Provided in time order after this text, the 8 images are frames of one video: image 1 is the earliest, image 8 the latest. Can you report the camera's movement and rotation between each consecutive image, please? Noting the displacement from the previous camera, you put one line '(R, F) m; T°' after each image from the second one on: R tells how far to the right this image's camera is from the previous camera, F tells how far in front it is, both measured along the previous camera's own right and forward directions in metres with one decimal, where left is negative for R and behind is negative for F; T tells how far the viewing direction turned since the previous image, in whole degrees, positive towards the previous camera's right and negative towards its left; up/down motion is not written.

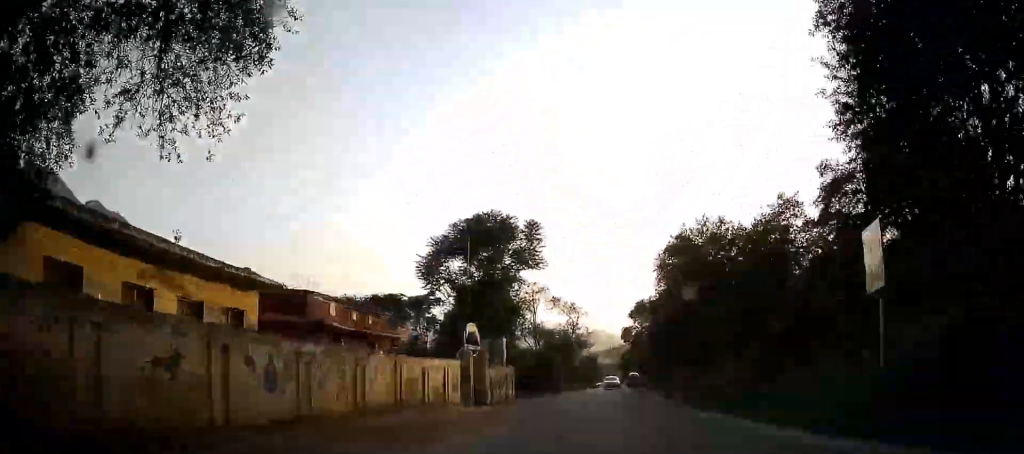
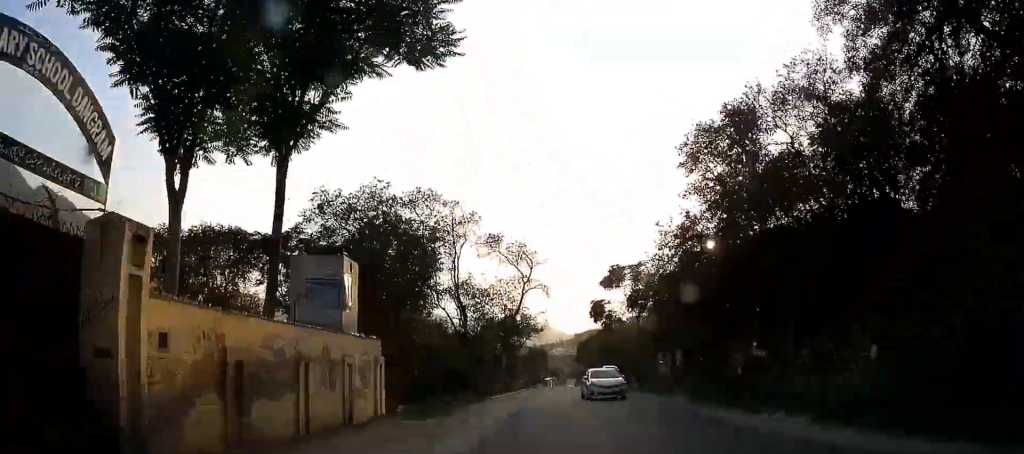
(+1.1, +23.7) m; +4°
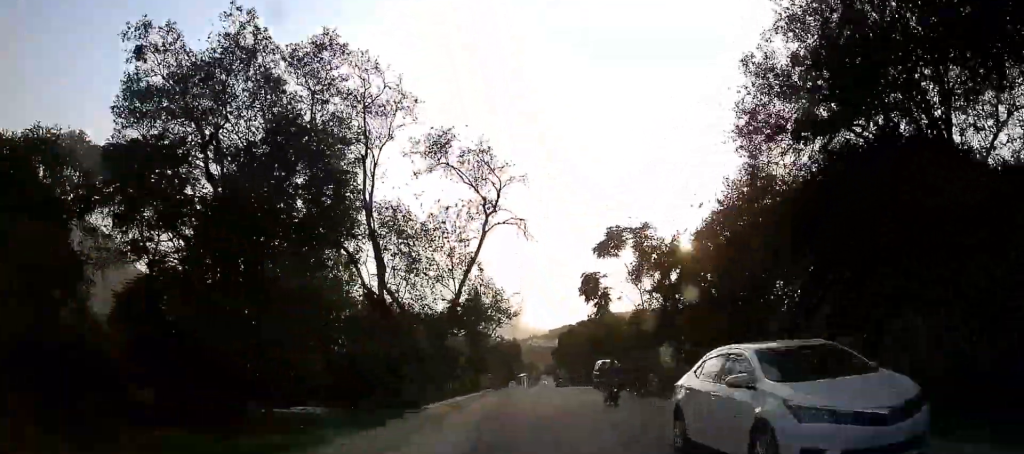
(0.0, +13.0) m; +2°
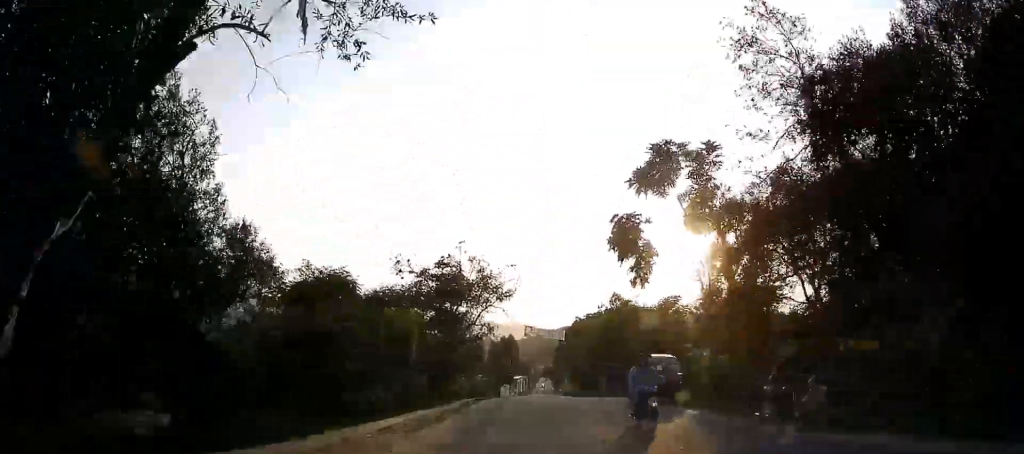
(+0.7, +14.9) m; +2°
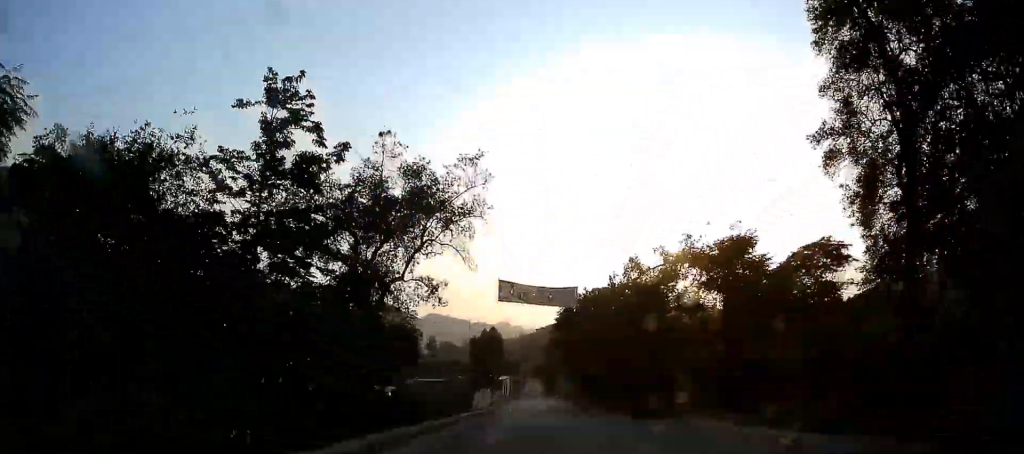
(0.0, +20.7) m; -1°
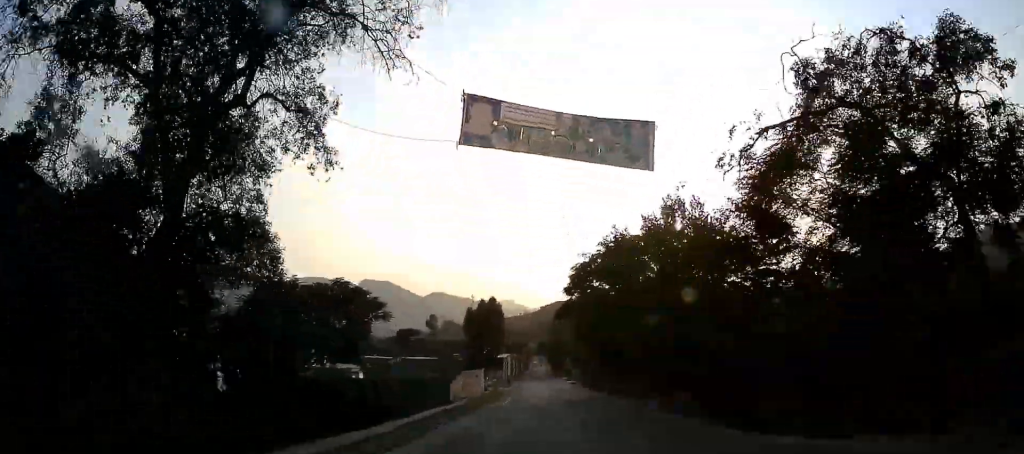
(-0.3, +14.1) m; 0°
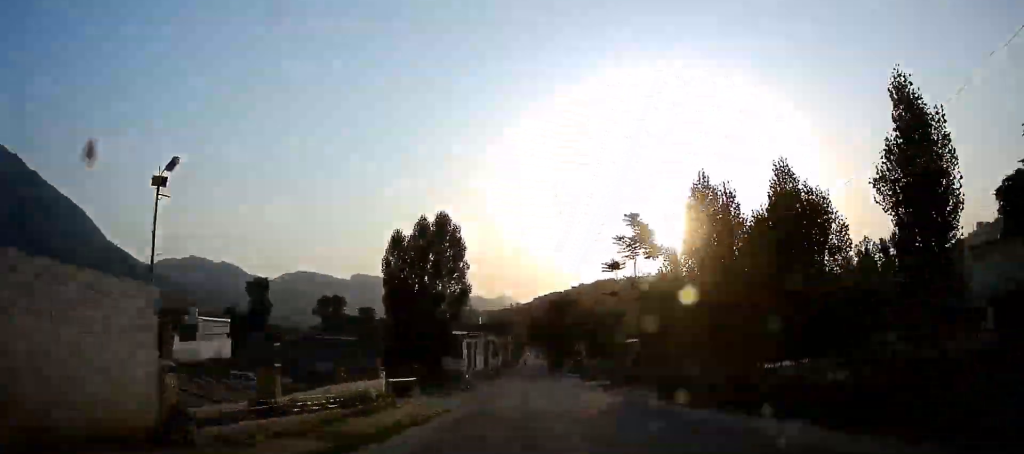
(+1.3, +44.2) m; +2°
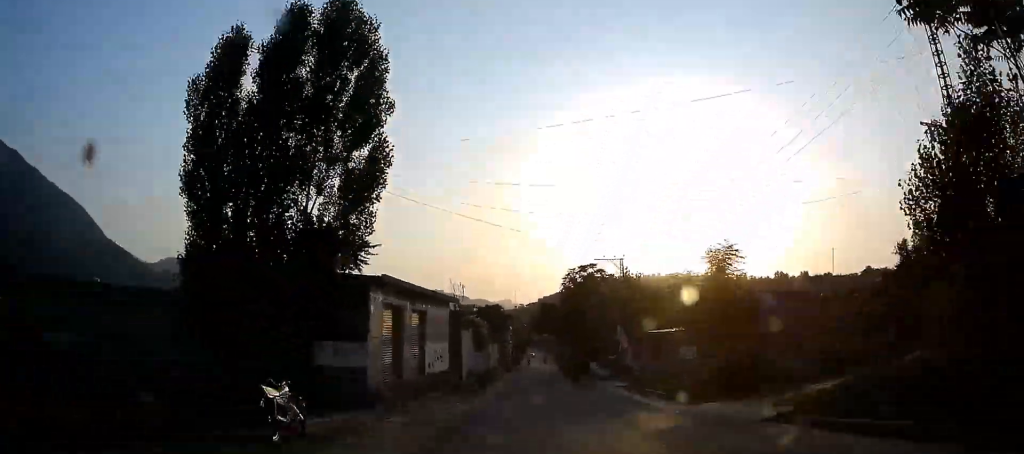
(-0.4, +27.3) m; -1°
